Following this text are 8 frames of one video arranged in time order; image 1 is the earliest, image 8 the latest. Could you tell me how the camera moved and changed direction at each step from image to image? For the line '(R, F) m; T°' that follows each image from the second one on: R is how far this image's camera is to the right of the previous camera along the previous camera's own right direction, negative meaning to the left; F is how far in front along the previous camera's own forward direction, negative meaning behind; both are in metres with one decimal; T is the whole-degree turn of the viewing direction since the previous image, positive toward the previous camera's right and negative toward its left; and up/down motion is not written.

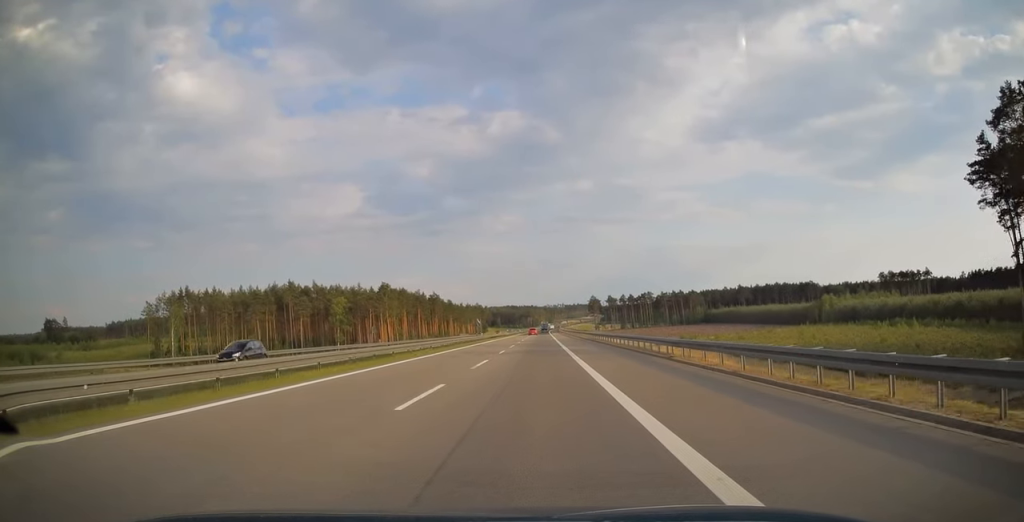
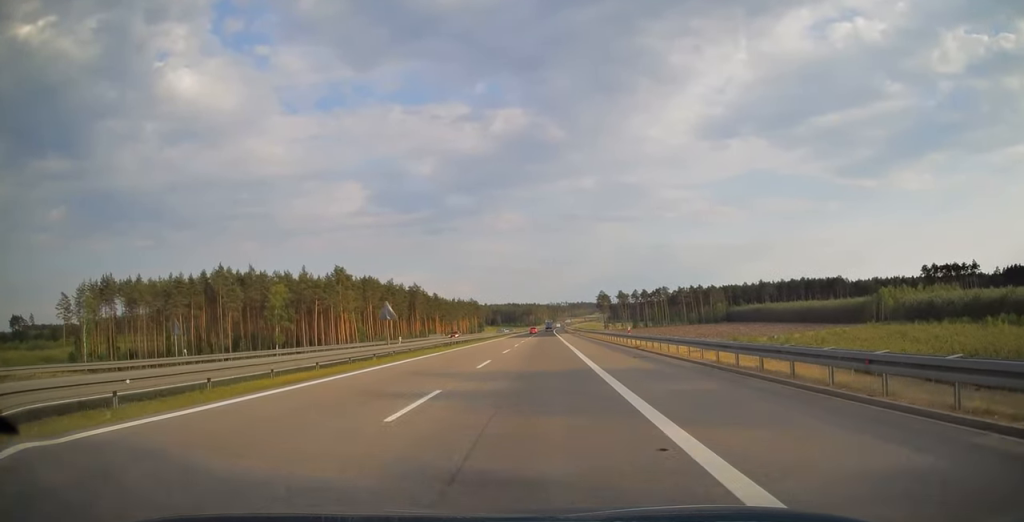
(-0.1, +48.7) m; 0°
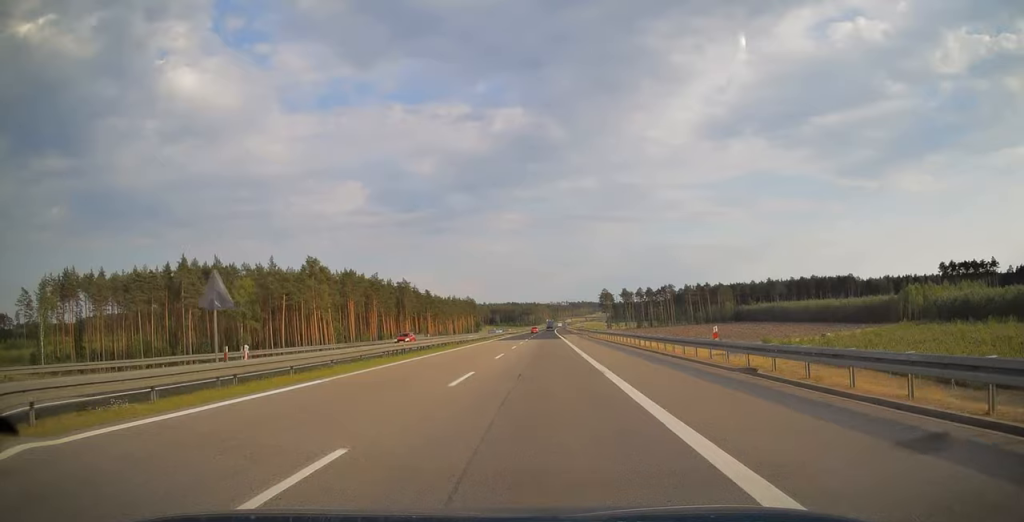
(0.0, +18.6) m; 0°
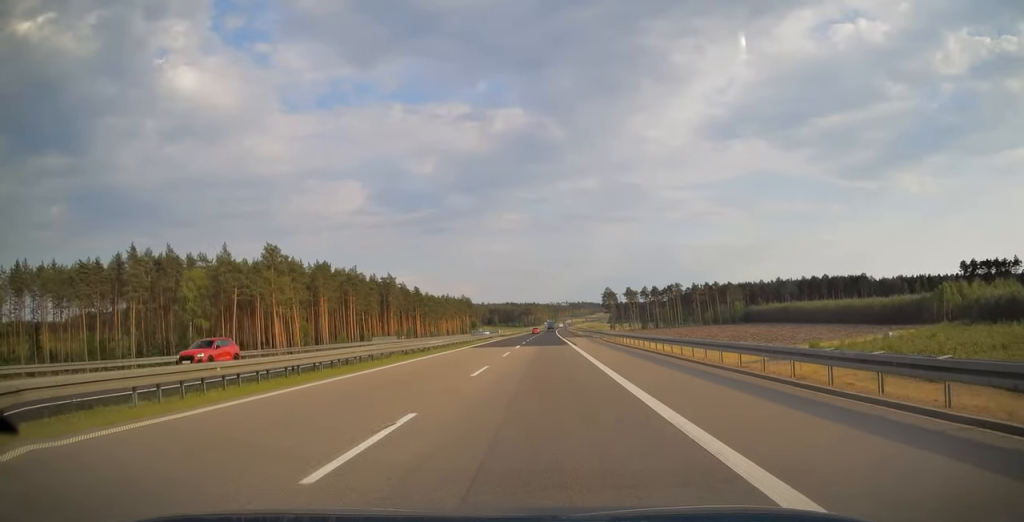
(0.0, +20.8) m; 0°
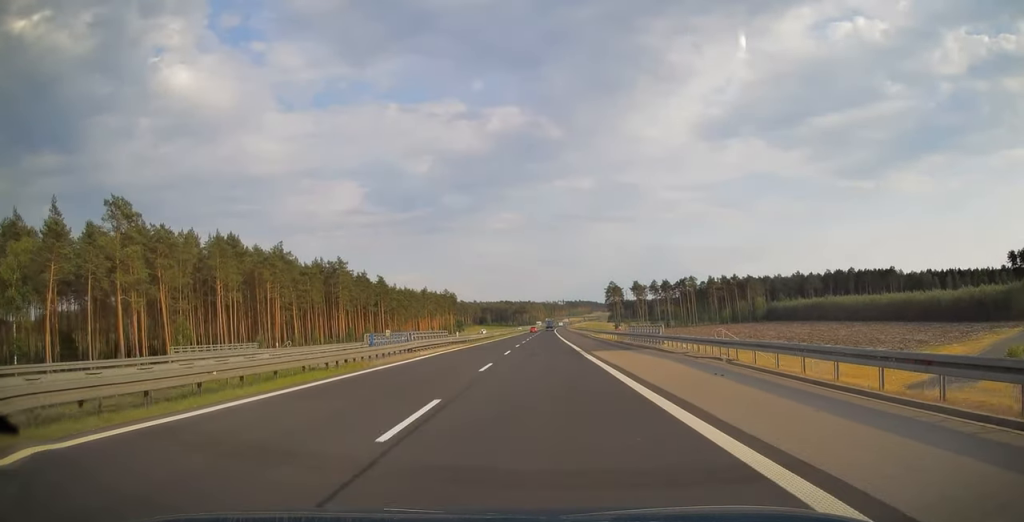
(0.0, +45.4) m; 0°
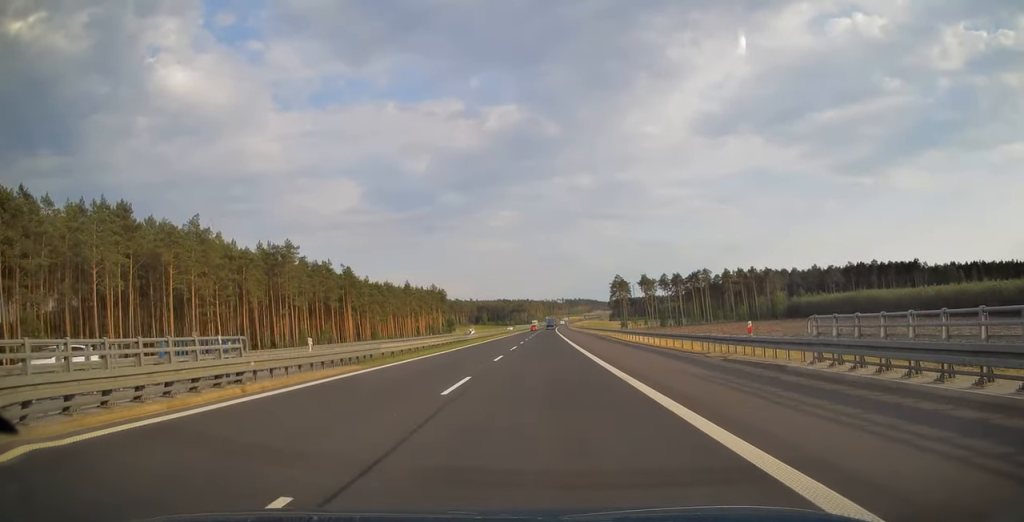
(+0.1, +30.7) m; 0°
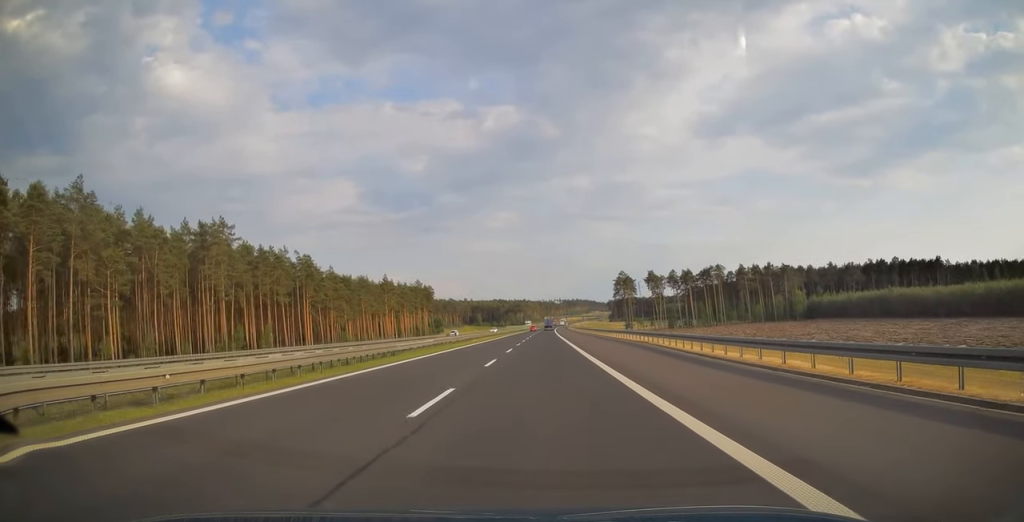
(0.0, +26.8) m; 0°
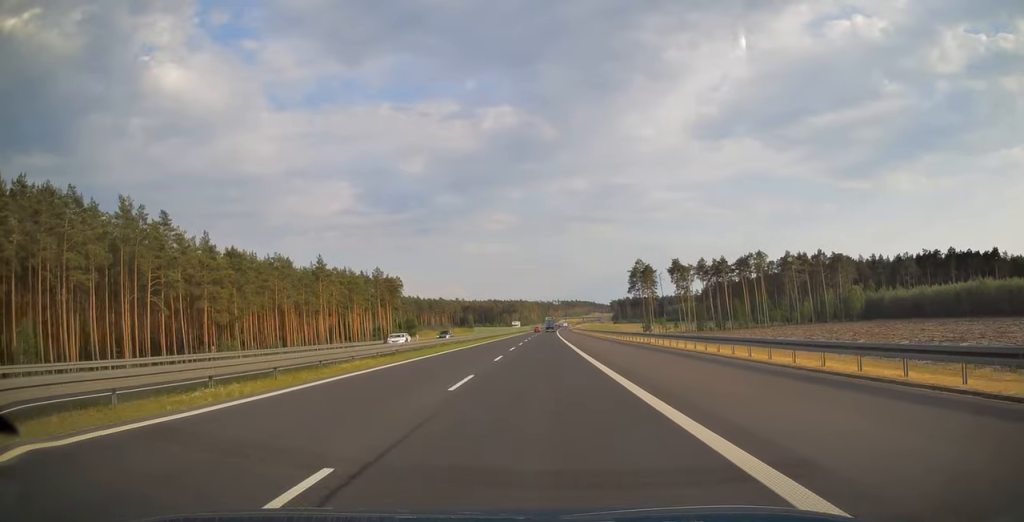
(+0.1, +55.2) m; 0°
